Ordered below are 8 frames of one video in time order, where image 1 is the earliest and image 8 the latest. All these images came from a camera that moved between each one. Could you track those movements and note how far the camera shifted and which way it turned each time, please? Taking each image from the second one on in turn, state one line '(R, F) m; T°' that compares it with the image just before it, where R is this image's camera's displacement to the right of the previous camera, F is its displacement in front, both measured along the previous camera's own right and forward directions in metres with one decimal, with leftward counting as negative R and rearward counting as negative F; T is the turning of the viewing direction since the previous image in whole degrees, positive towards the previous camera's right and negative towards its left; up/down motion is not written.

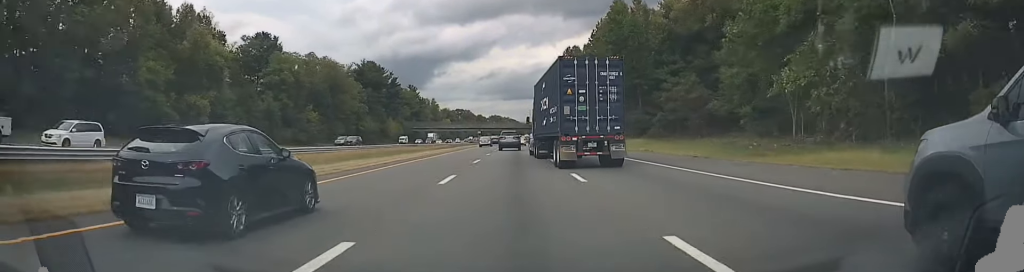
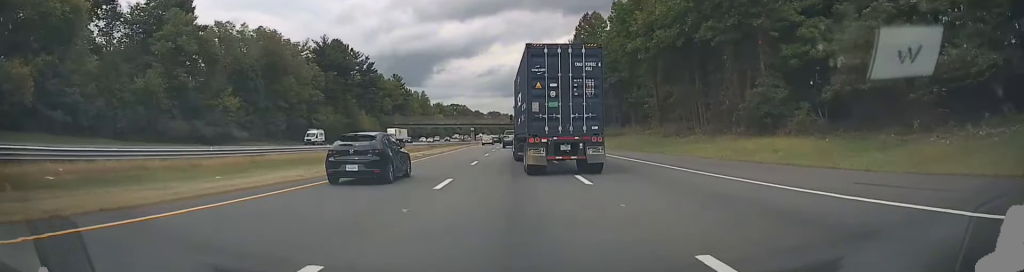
(+0.1, +39.2) m; 0°
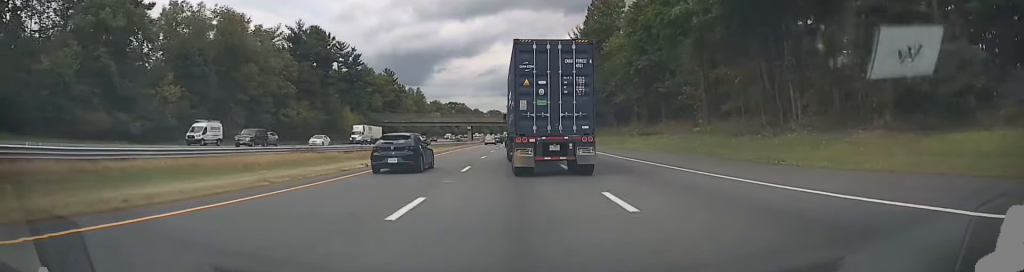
(0.0, +19.2) m; 0°
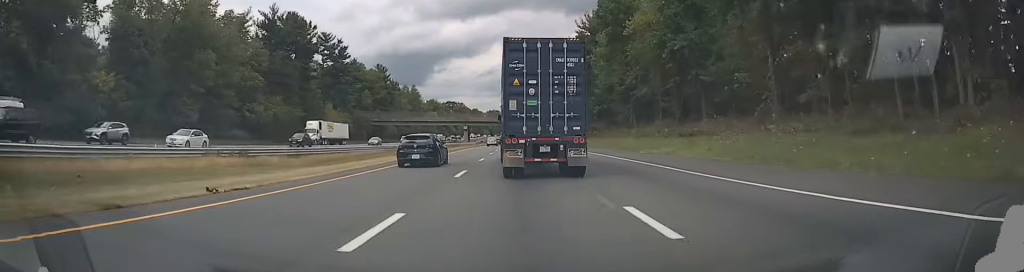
(+0.1, +16.0) m; 0°
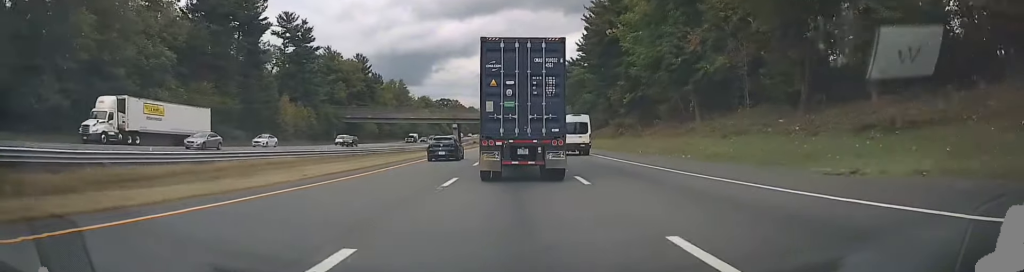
(+0.1, +30.6) m; 0°
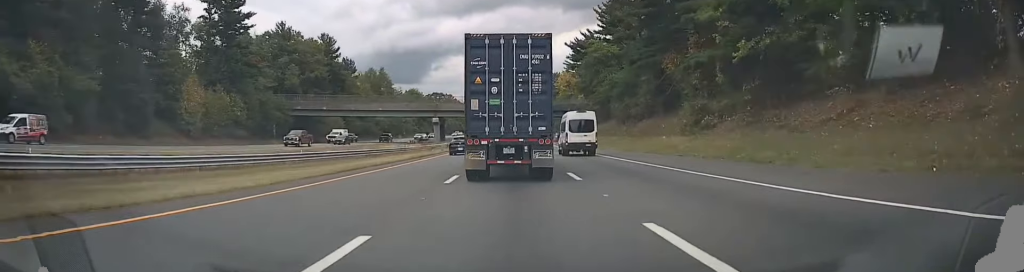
(+0.2, +37.4) m; 0°
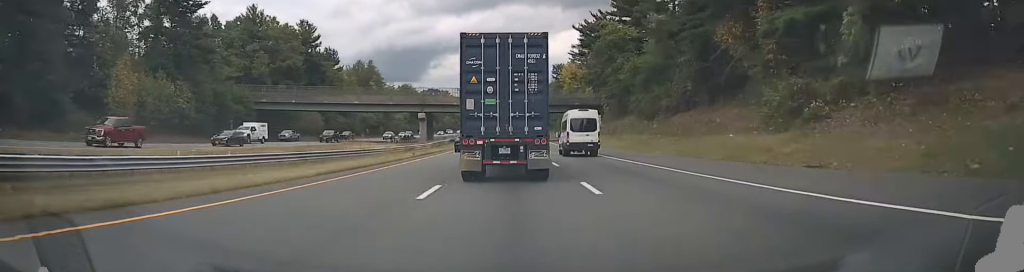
(0.0, +16.2) m; 0°
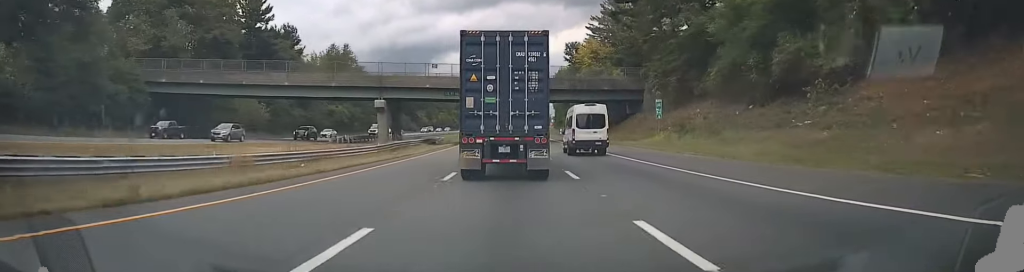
(-0.2, +33.7) m; -1°
